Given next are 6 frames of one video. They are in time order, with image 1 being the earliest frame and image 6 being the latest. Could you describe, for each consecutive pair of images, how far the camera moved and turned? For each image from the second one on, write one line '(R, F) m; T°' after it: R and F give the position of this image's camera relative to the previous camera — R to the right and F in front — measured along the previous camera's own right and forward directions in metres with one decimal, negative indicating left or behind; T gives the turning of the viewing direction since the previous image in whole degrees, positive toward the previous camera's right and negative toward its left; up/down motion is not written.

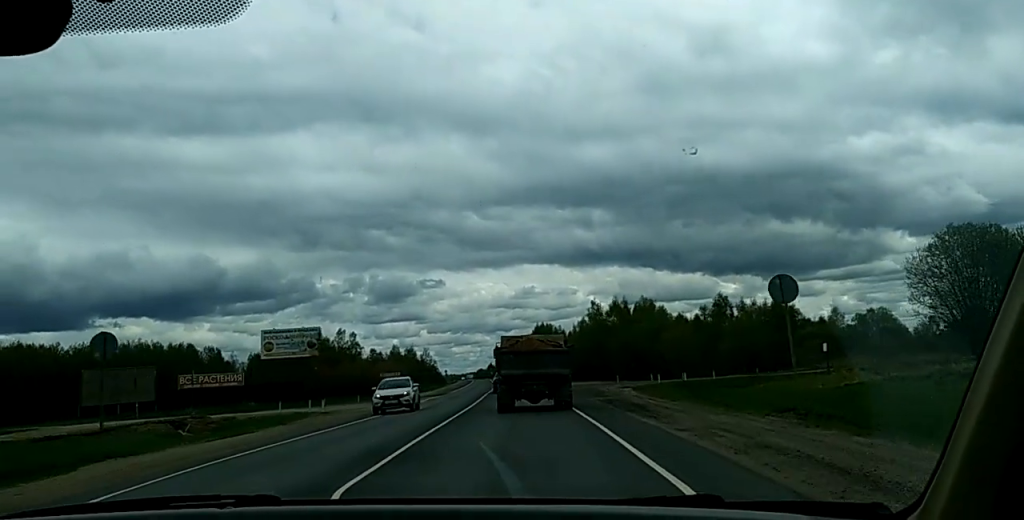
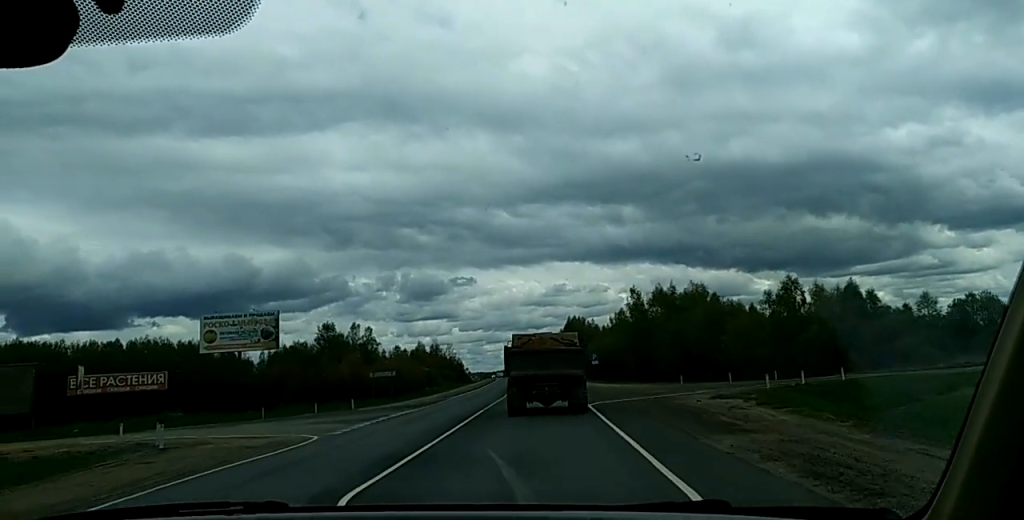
(0.0, +23.2) m; -1°
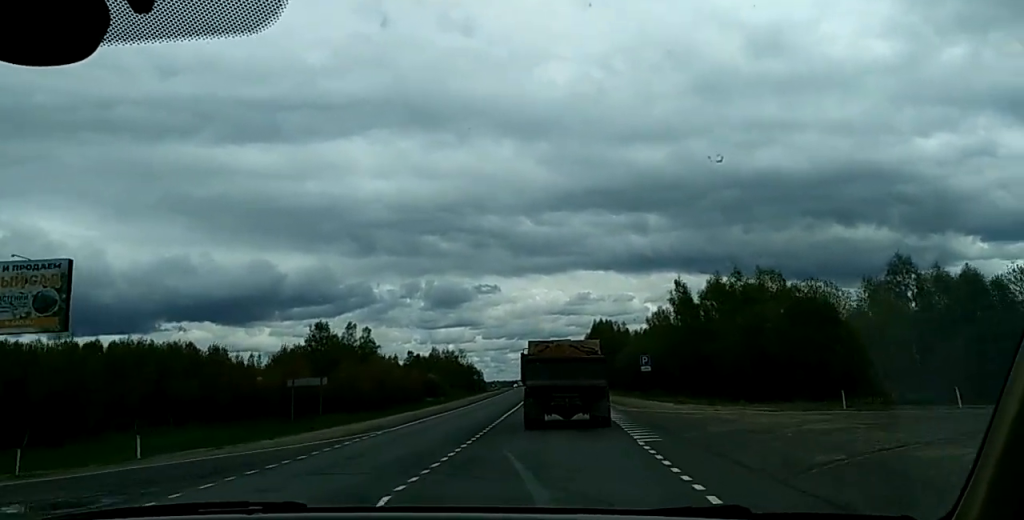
(-0.9, +31.4) m; -3°
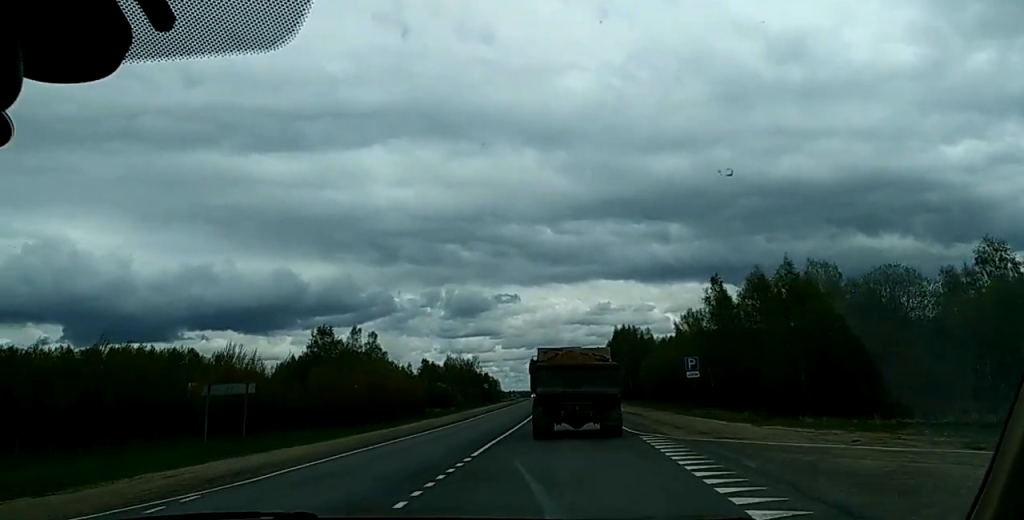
(0.0, +14.5) m; 0°
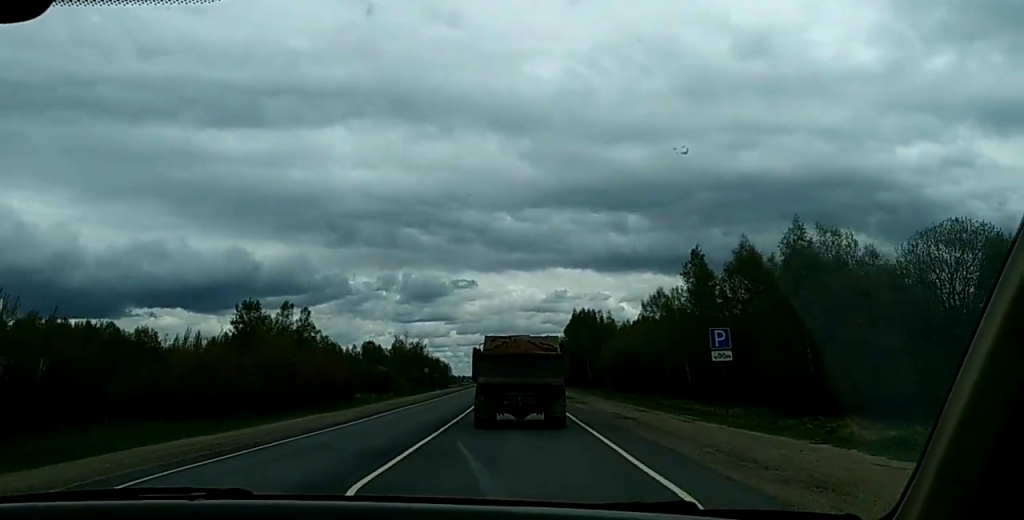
(-0.1, +18.6) m; -2°
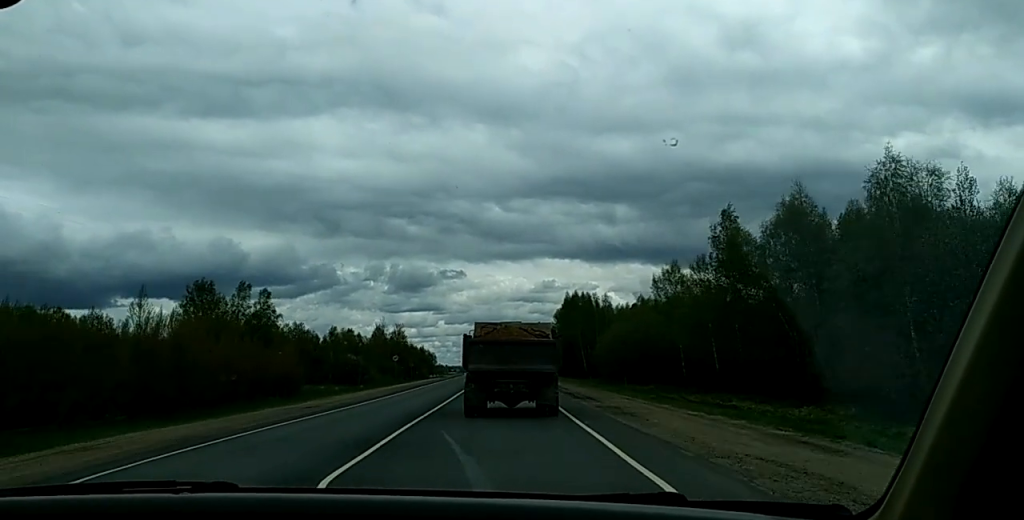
(-0.8, +20.5) m; -3°
